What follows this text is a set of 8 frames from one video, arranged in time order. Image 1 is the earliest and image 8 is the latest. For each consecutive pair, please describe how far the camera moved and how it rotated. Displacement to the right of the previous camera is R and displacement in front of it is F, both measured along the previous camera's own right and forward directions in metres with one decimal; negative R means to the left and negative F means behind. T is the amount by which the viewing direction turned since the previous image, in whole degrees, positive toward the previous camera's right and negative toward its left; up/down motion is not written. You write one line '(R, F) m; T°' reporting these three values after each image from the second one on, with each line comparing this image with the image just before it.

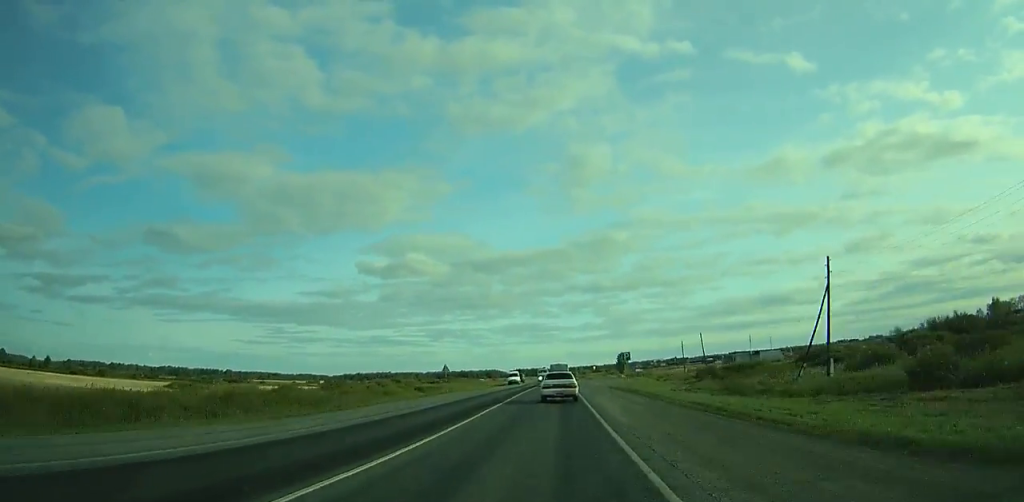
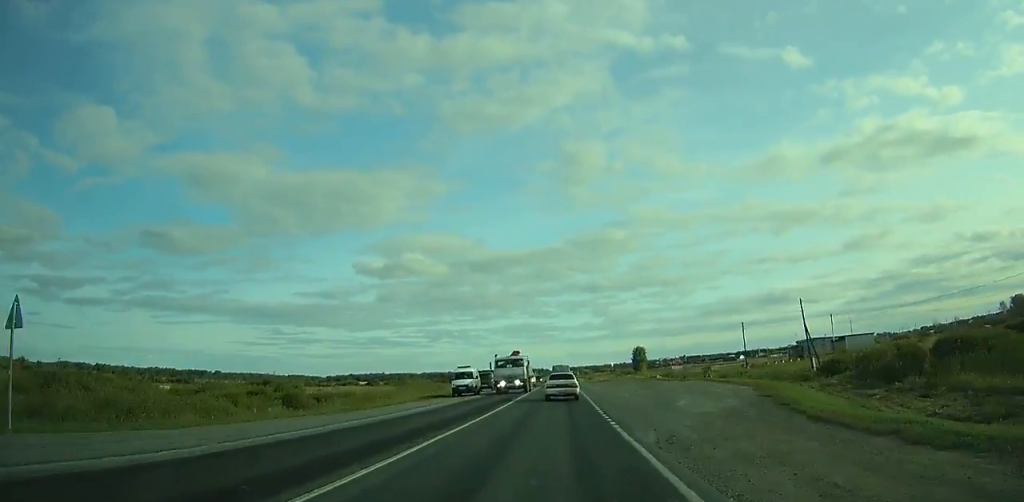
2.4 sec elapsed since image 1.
(-0.2, +51.2) m; 0°
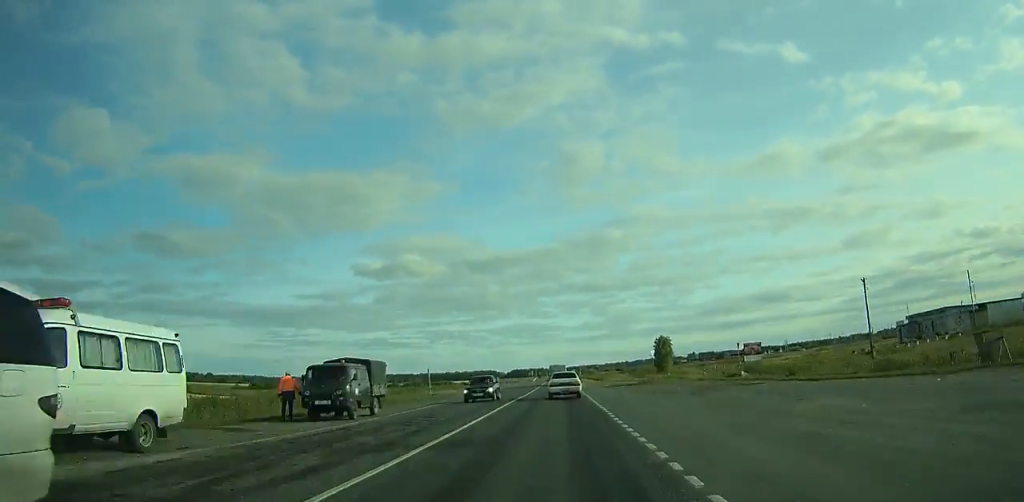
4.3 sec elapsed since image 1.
(0.0, +41.2) m; 0°
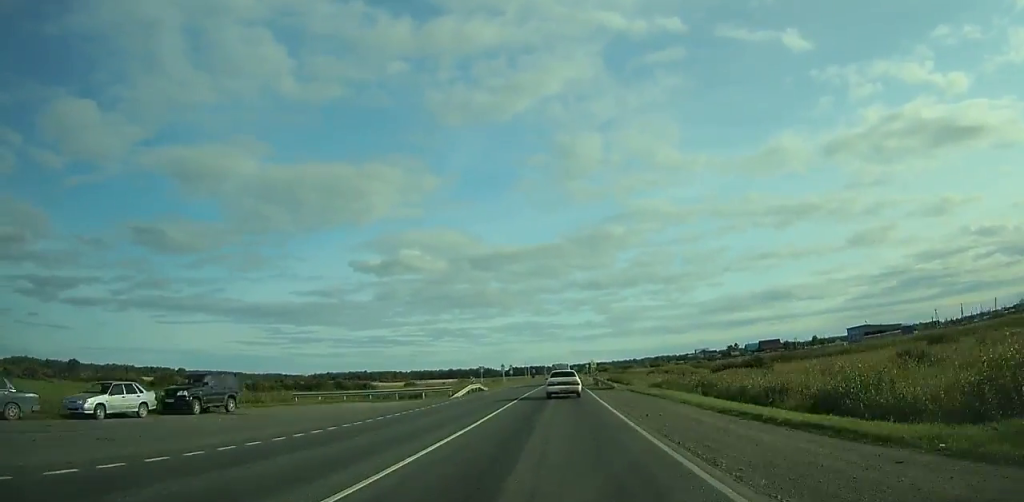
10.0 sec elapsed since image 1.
(+0.3, +127.8) m; 0°
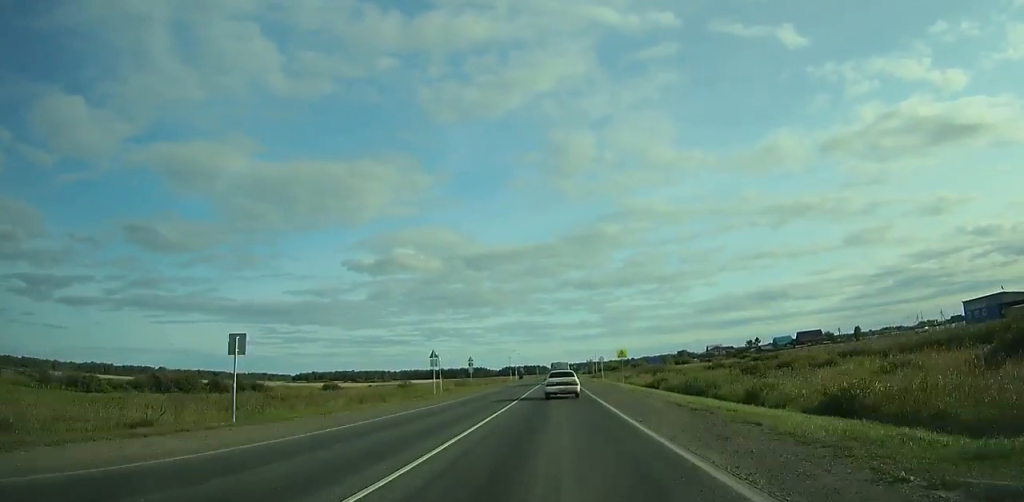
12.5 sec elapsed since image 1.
(-0.1, +57.3) m; 0°
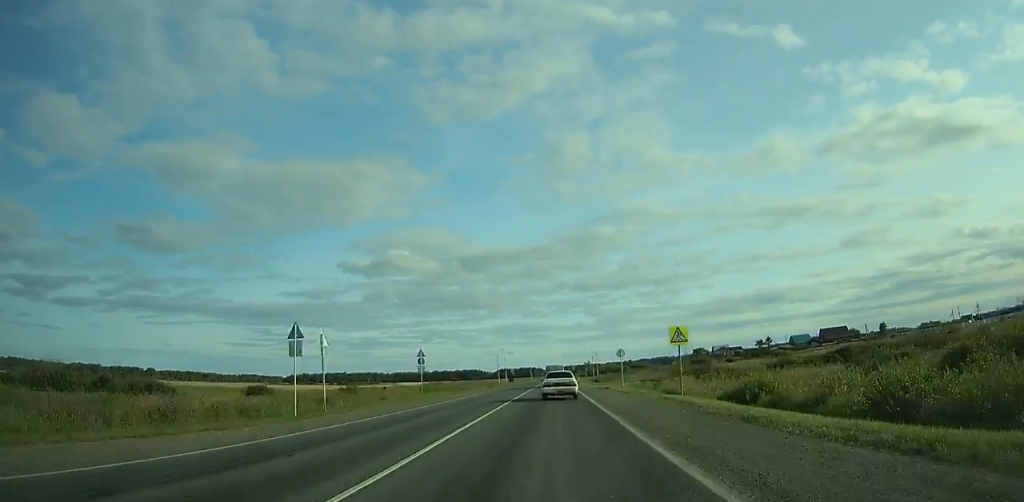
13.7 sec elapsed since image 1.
(-0.1, +27.5) m; 0°
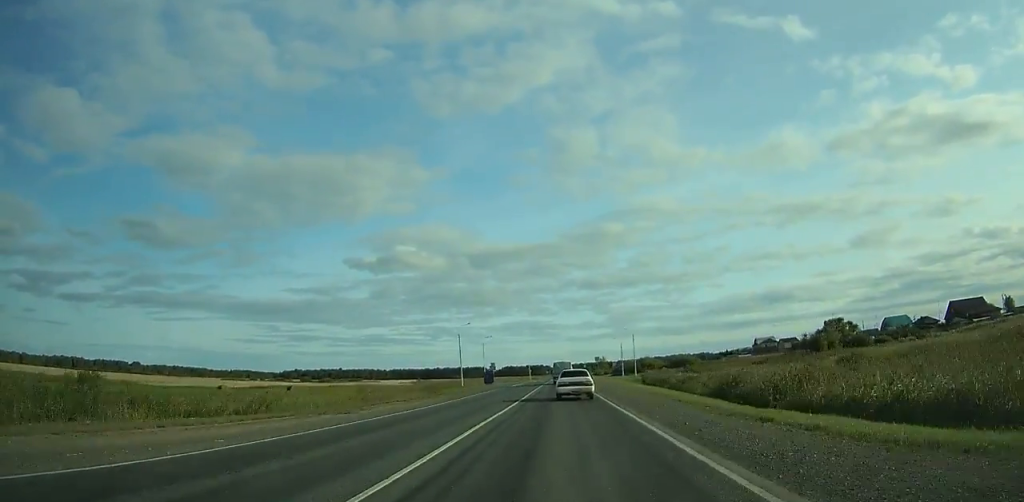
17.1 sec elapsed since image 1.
(0.0, +78.2) m; 0°
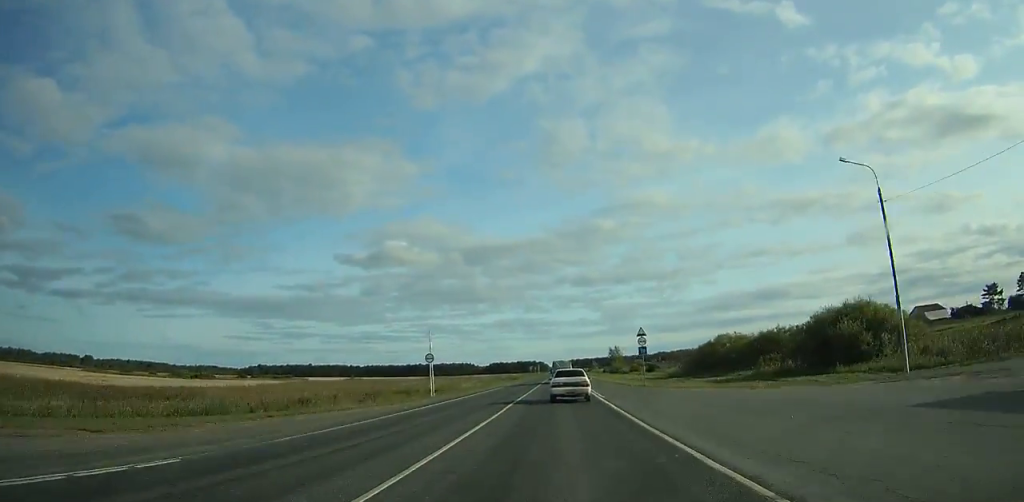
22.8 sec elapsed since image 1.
(-0.5, +130.8) m; 0°
